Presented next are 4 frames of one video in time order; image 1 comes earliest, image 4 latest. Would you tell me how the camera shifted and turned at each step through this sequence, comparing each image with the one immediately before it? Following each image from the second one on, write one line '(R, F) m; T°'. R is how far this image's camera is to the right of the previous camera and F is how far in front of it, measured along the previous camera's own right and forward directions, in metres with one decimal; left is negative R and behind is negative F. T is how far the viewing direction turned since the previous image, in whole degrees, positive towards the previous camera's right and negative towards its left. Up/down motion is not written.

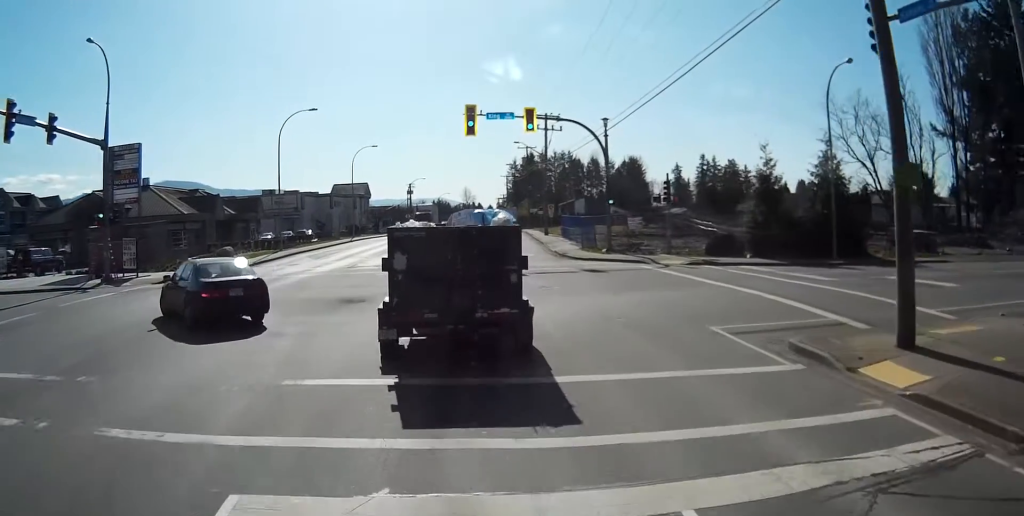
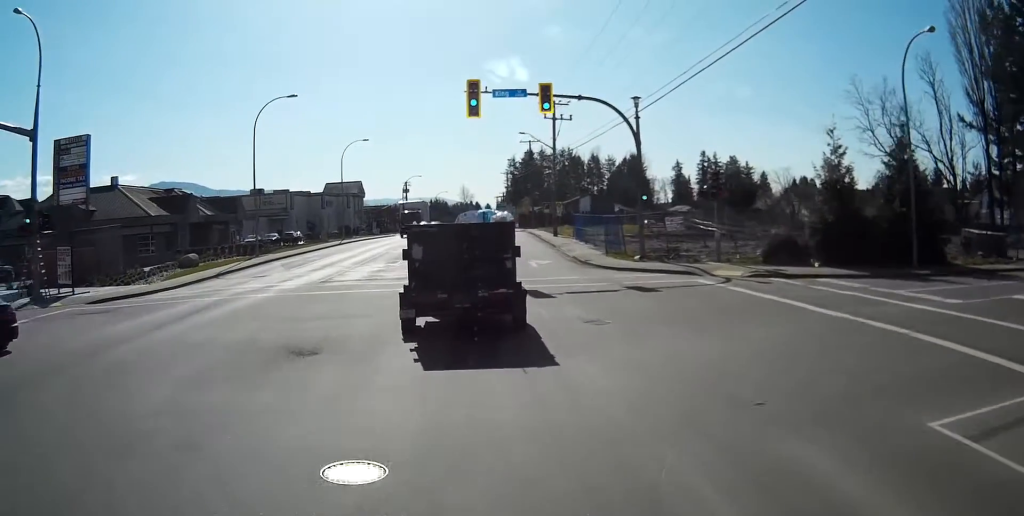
(-0.1, +7.5) m; -1°
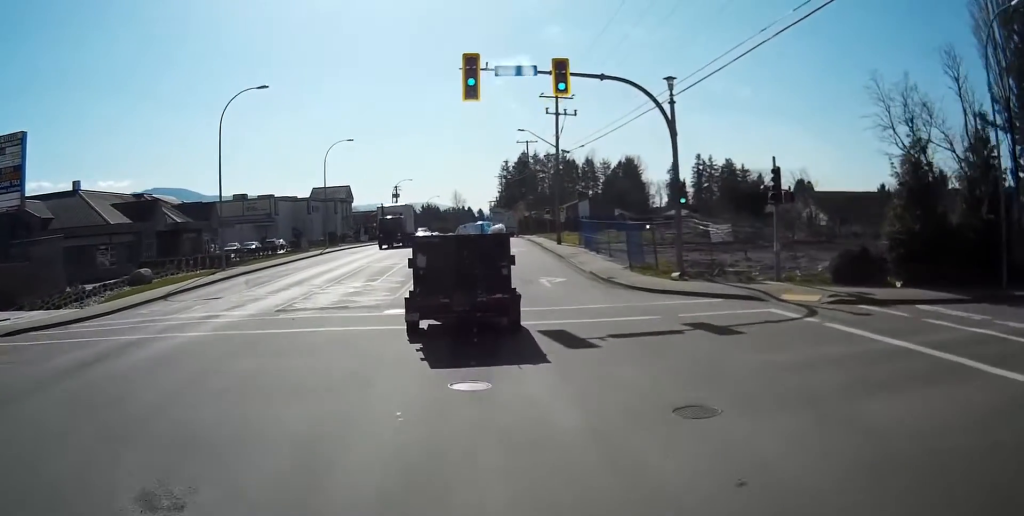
(0.0, +6.0) m; 0°
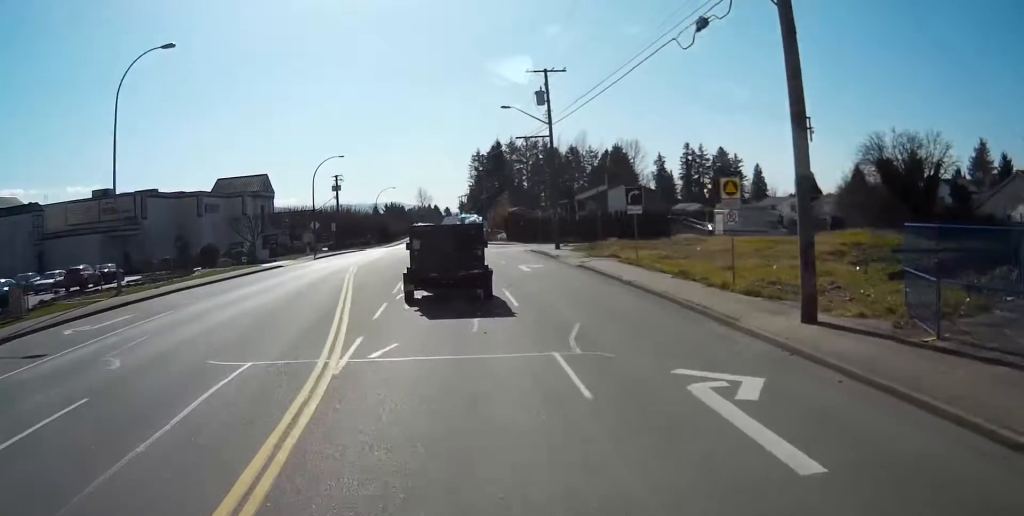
(+2.2, +42.6) m; +4°
